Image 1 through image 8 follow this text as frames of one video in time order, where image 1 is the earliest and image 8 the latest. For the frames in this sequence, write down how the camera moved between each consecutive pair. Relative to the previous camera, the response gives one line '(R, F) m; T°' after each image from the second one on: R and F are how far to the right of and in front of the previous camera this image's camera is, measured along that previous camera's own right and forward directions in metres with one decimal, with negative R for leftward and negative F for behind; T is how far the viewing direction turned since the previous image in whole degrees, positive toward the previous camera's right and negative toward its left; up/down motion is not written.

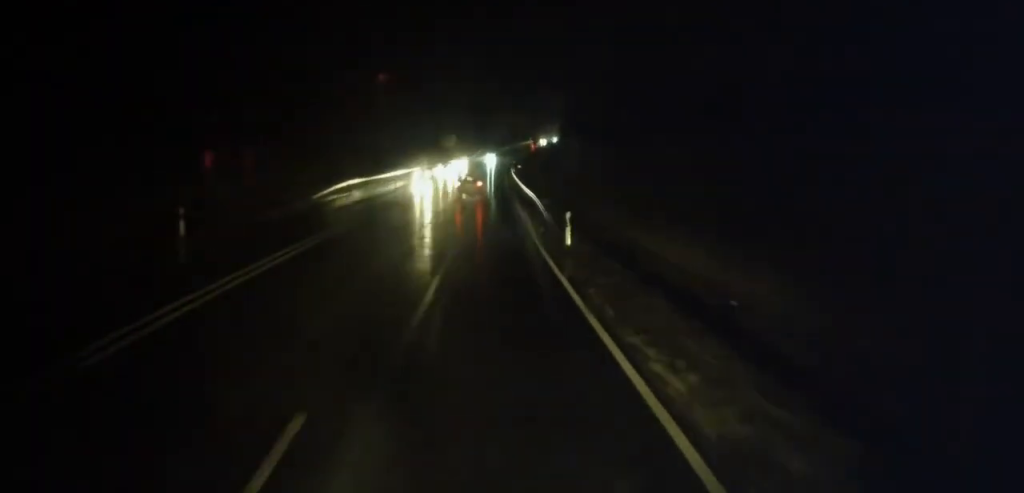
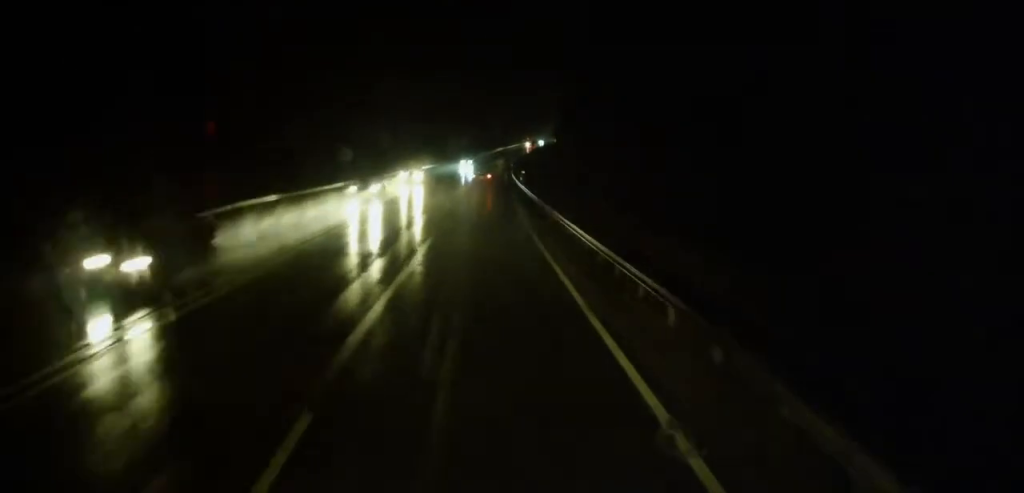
(-0.6, +24.1) m; -1°
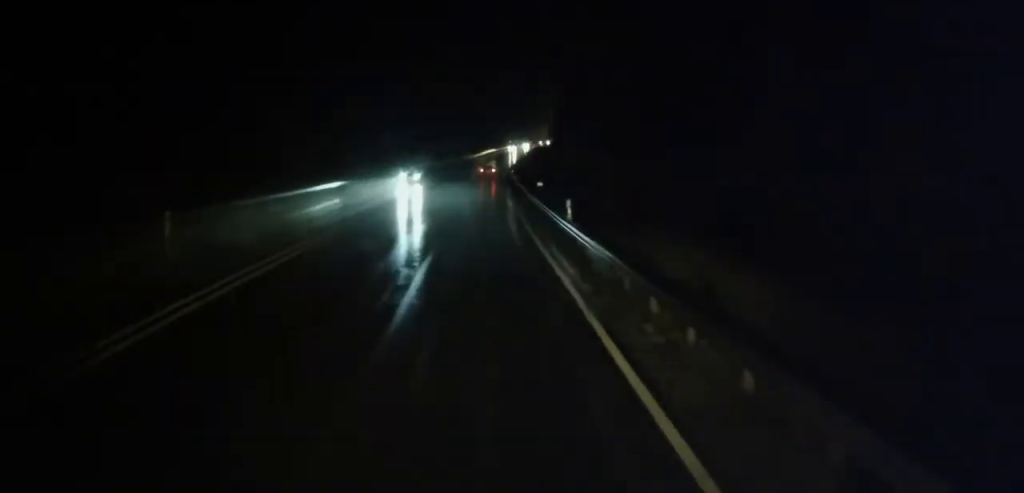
(+0.7, +27.8) m; +1°
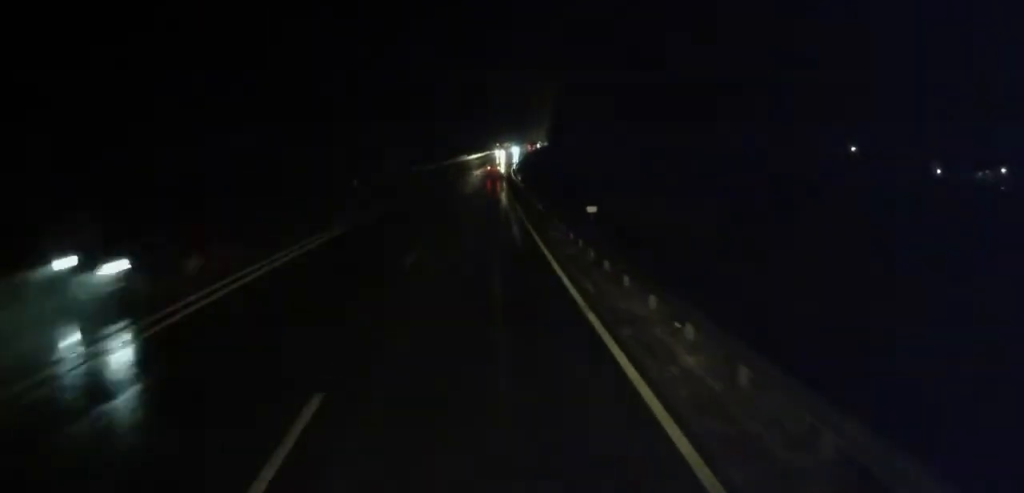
(-0.1, +20.4) m; +2°
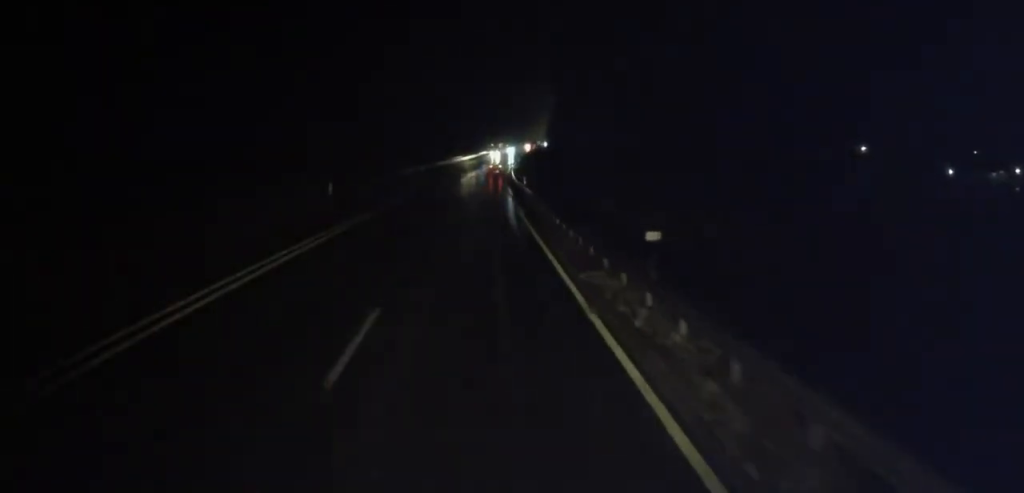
(+0.4, +7.9) m; +1°
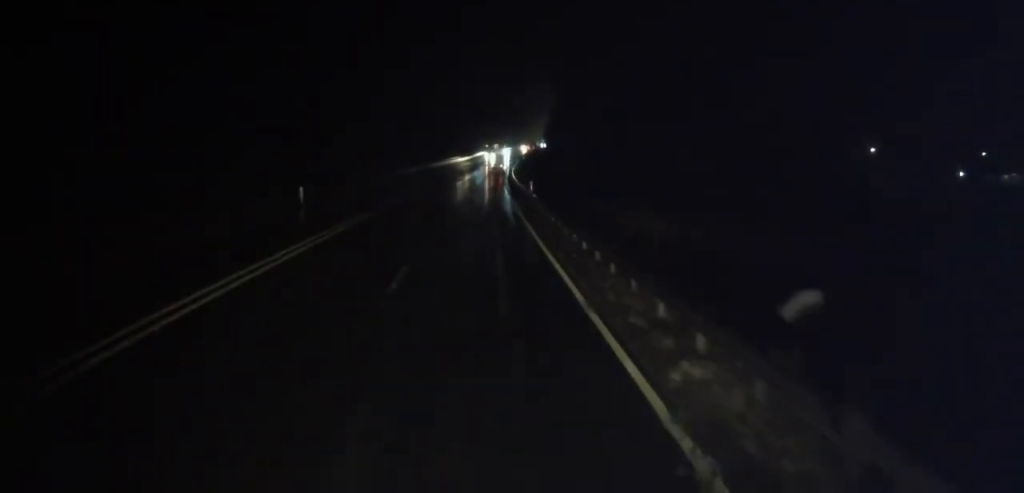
(0.0, +6.8) m; 0°
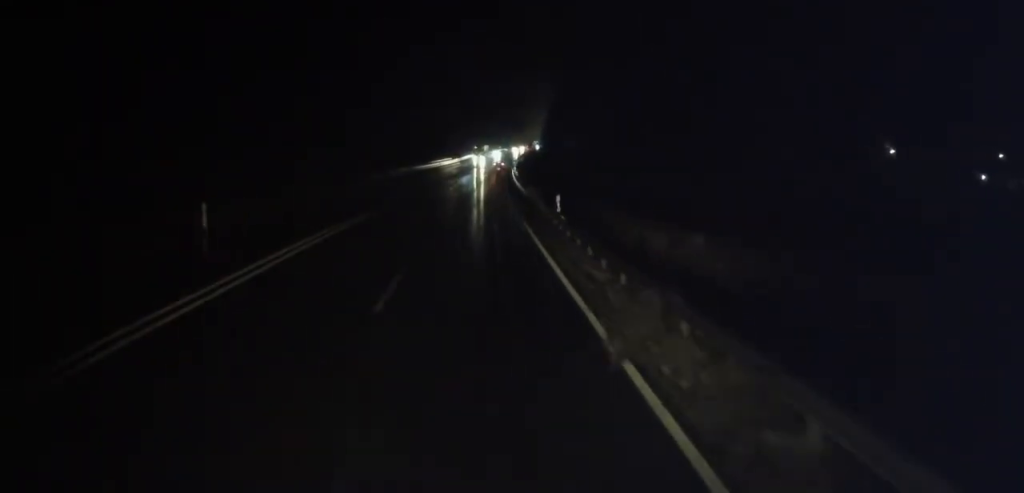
(-0.3, +13.6) m; -1°
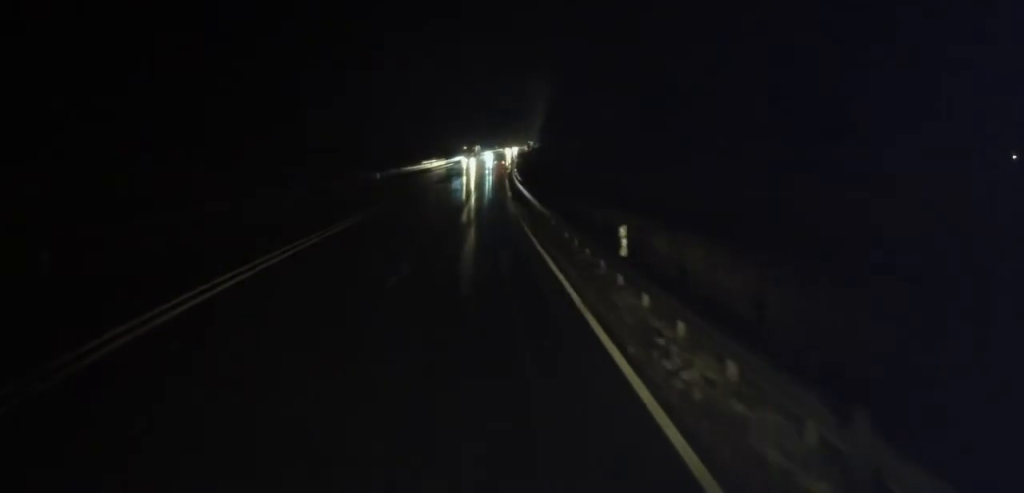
(0.0, +10.3) m; +1°
